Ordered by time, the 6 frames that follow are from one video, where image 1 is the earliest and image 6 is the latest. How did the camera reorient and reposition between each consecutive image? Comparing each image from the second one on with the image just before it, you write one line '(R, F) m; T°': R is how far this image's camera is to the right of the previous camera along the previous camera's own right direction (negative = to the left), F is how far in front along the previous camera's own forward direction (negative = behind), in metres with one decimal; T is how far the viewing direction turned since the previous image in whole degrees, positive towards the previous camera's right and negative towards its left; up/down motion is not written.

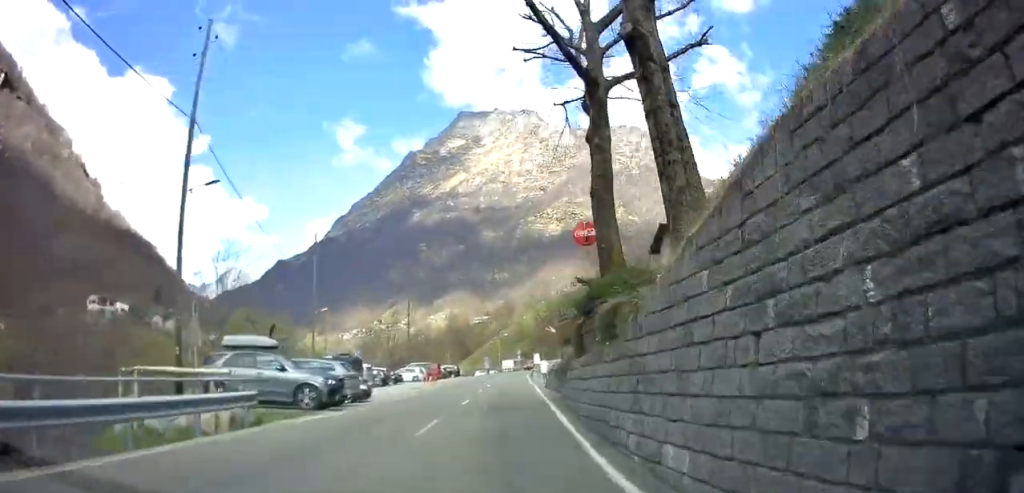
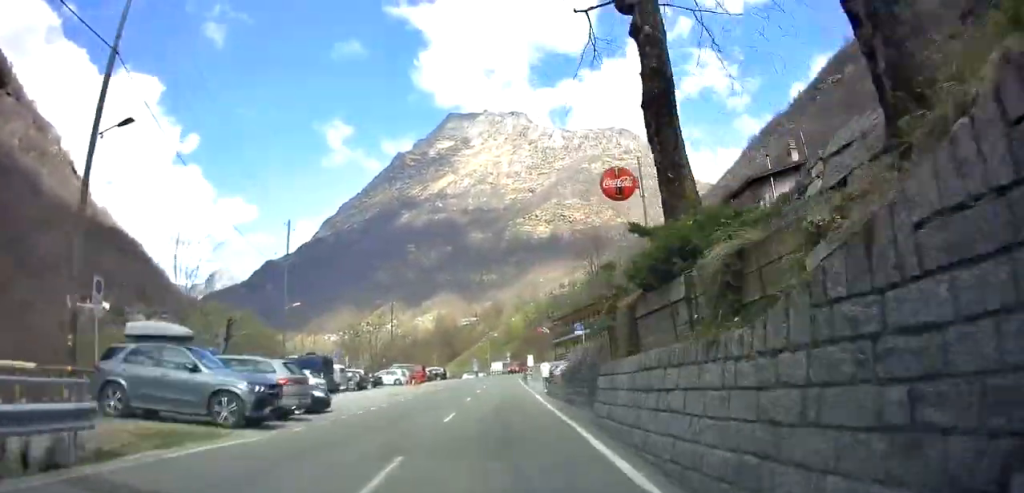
(+0.1, +5.6) m; +2°
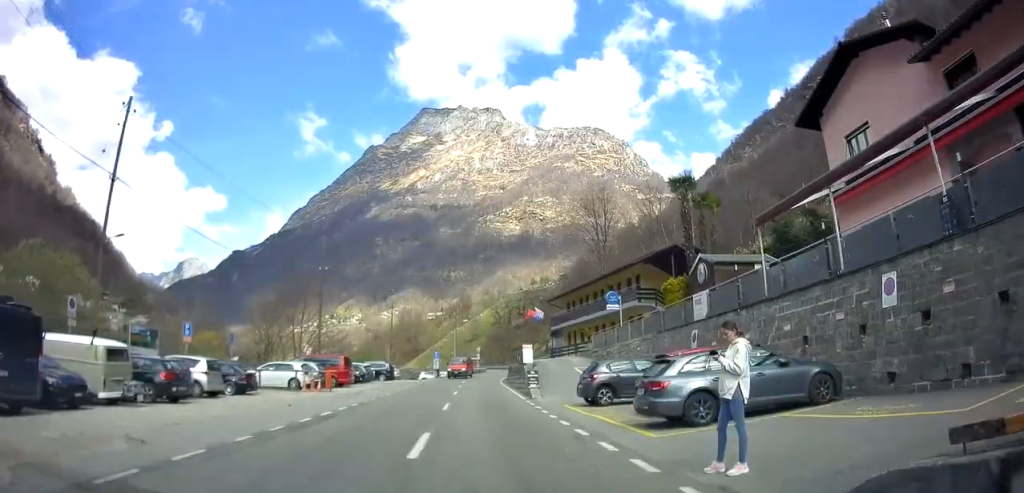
(+1.2, +23.2) m; +4°
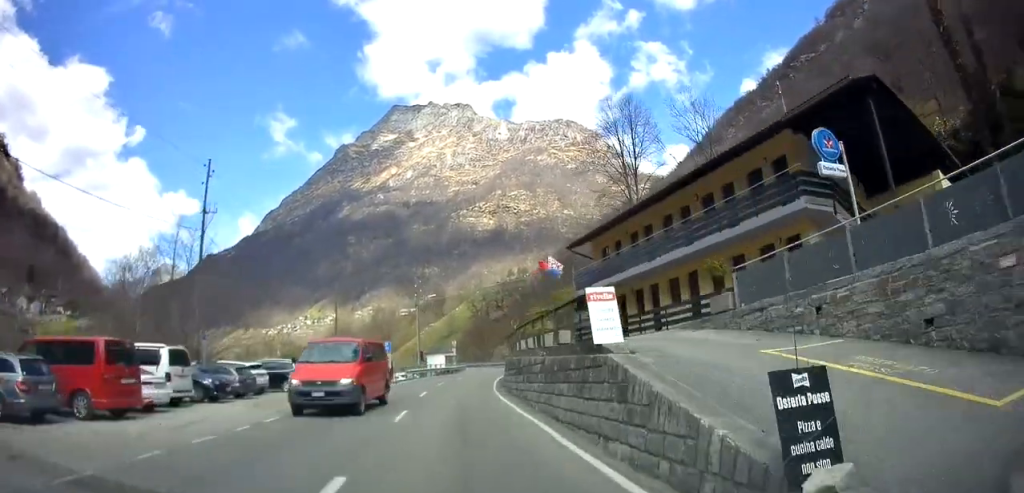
(+0.6, +22.8) m; +2°
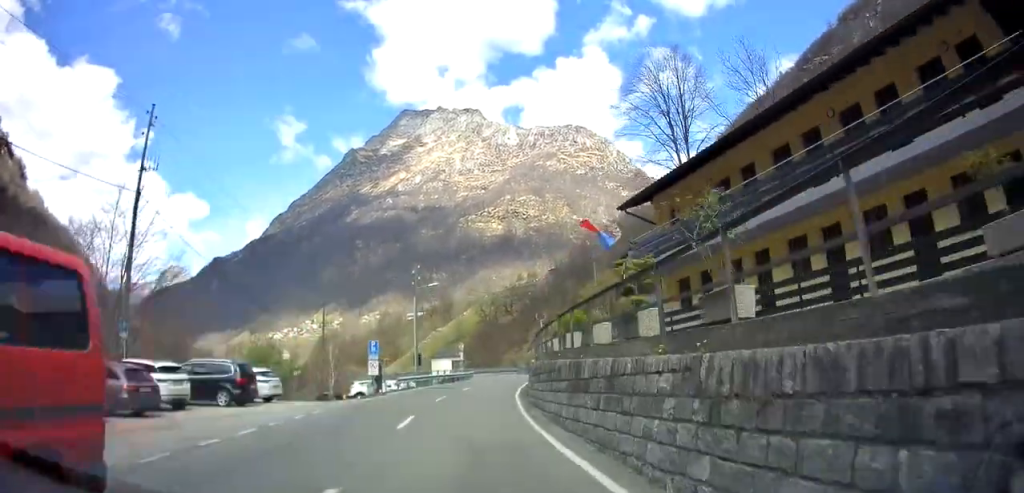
(0.0, +9.4) m; 0°
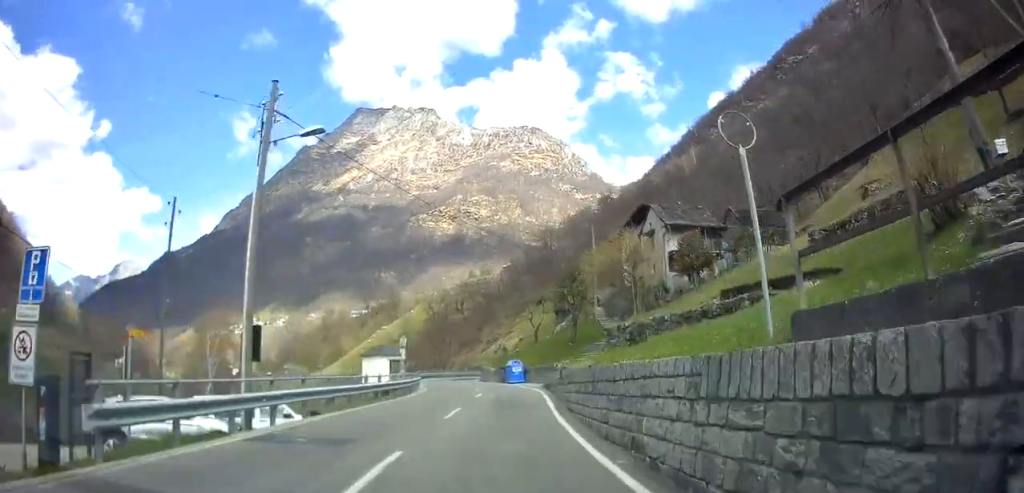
(+0.6, +23.9) m; +4°
